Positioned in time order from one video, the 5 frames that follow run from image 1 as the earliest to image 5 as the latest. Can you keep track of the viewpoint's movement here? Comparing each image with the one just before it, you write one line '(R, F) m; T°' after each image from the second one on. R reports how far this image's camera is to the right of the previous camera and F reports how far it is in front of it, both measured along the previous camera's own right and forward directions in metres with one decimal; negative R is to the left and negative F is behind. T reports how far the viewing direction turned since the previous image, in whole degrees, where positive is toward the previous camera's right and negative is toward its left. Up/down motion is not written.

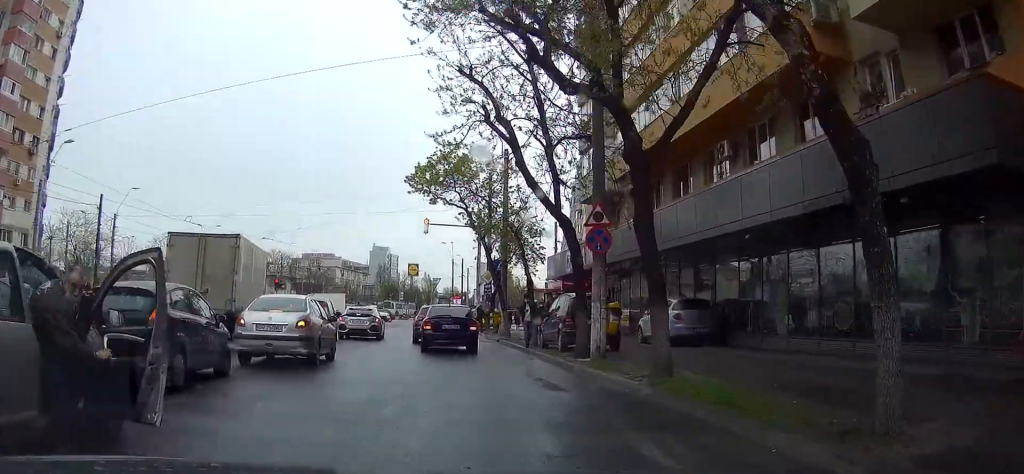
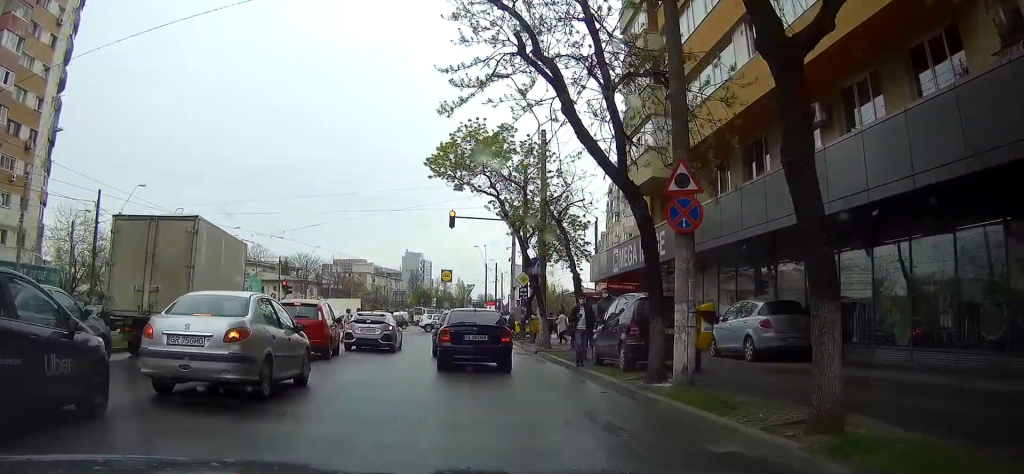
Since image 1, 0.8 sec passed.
(0.0, +5.0) m; +2°
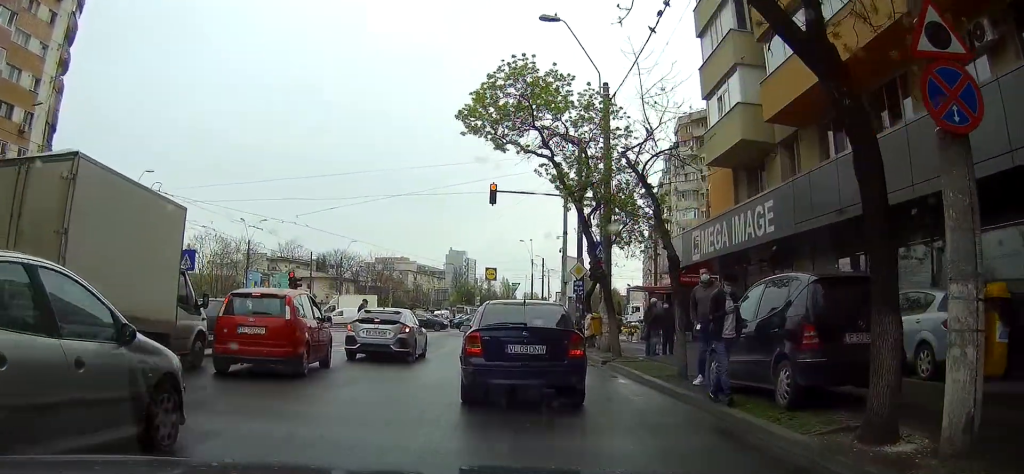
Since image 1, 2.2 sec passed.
(+0.2, +6.8) m; +3°
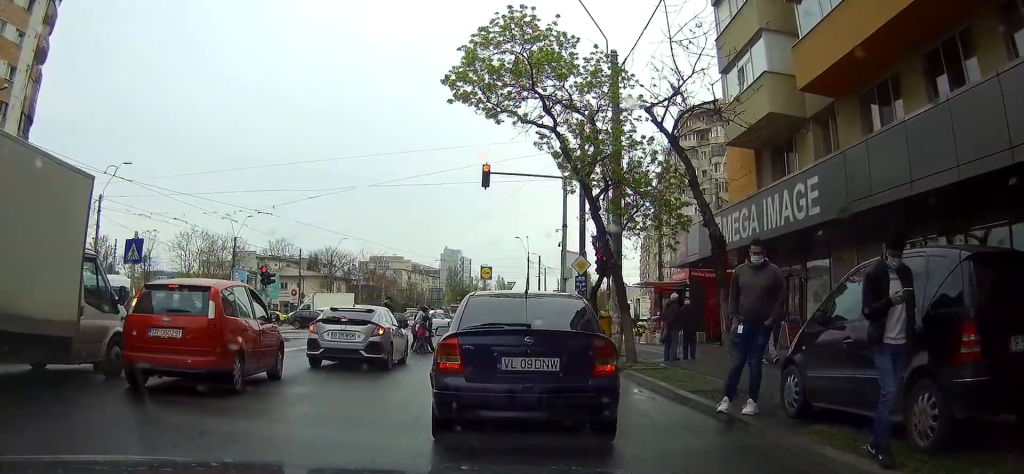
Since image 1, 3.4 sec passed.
(0.0, +3.1) m; +1°
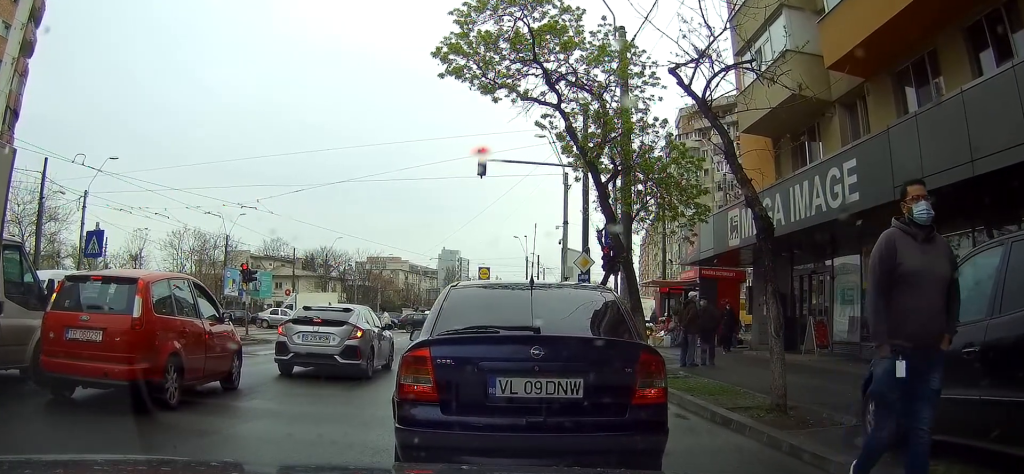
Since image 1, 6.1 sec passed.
(-0.4, +0.1) m; 0°
